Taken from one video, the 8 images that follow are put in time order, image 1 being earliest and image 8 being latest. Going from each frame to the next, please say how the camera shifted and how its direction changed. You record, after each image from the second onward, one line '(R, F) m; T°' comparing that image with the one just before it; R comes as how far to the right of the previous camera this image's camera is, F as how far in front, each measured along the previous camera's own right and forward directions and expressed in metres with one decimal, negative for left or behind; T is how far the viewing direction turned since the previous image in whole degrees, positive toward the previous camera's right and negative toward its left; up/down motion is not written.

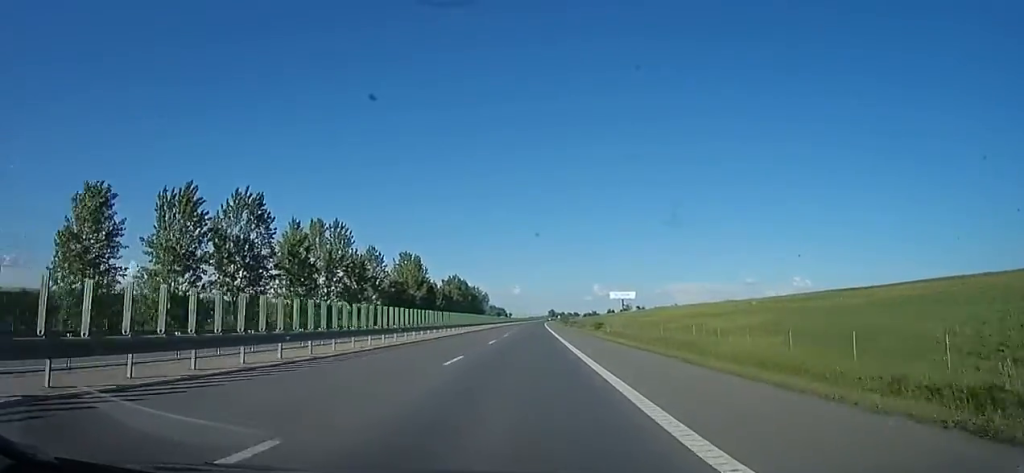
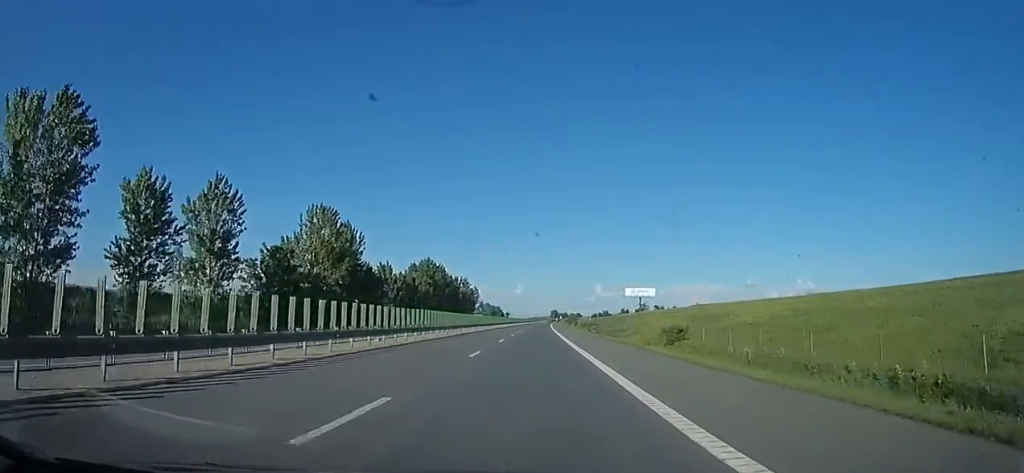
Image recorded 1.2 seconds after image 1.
(+0.2, +47.2) m; 0°
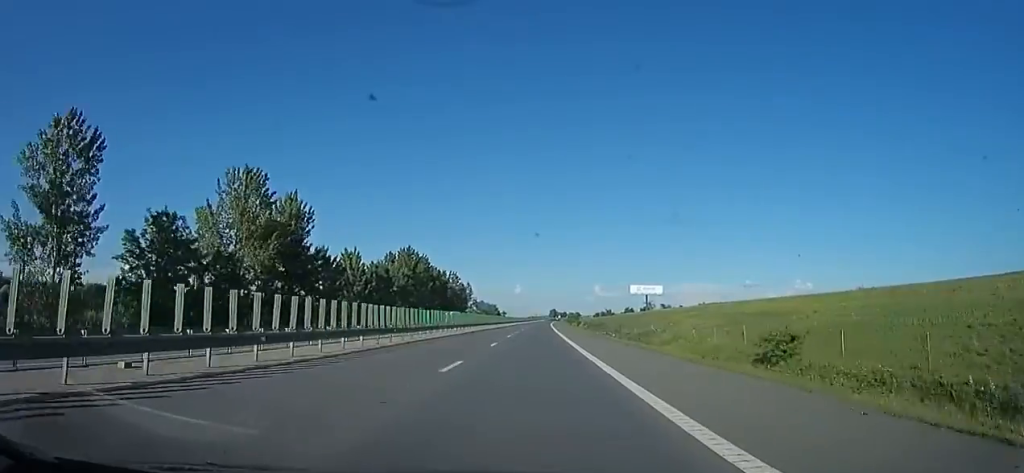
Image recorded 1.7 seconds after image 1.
(-0.3, +17.0) m; 0°
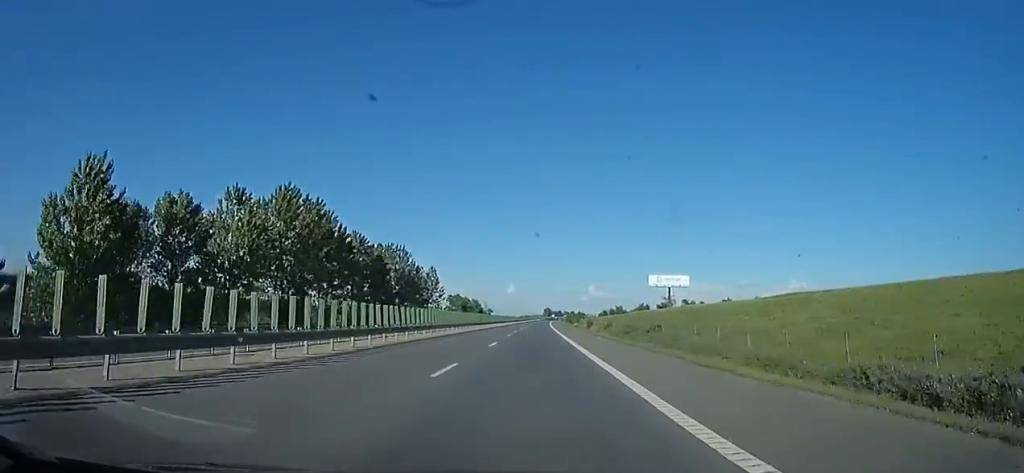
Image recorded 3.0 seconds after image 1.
(+0.6, +44.9) m; +1°
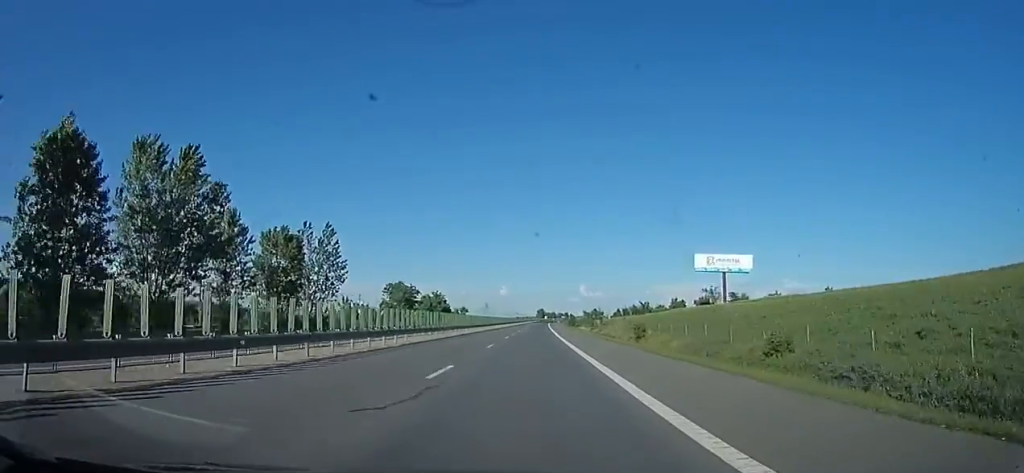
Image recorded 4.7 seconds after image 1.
(0.0, +49.9) m; -2°
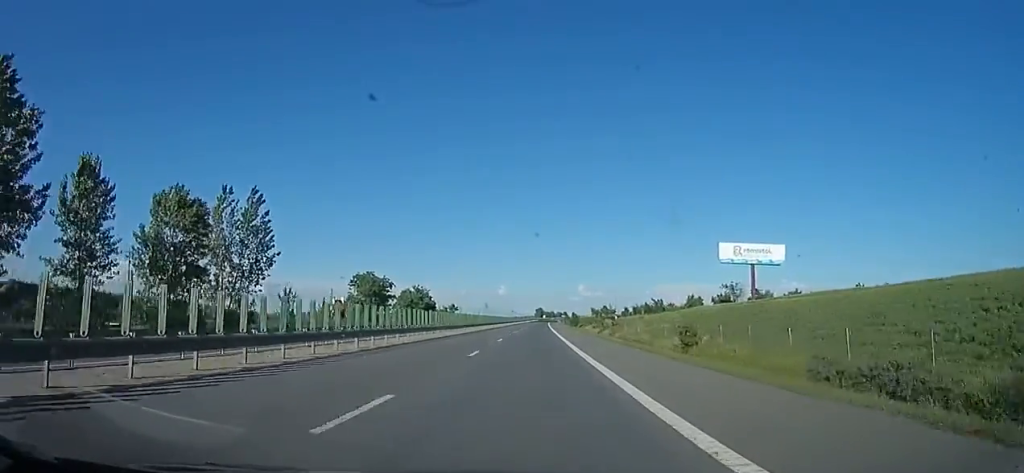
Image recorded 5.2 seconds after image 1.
(-0.2, +15.3) m; 0°
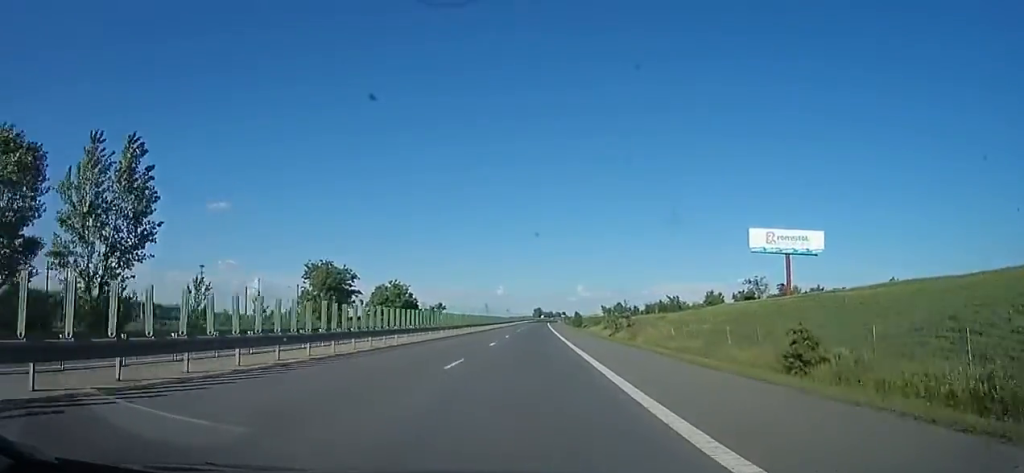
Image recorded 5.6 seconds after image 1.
(-0.4, +14.6) m; 0°
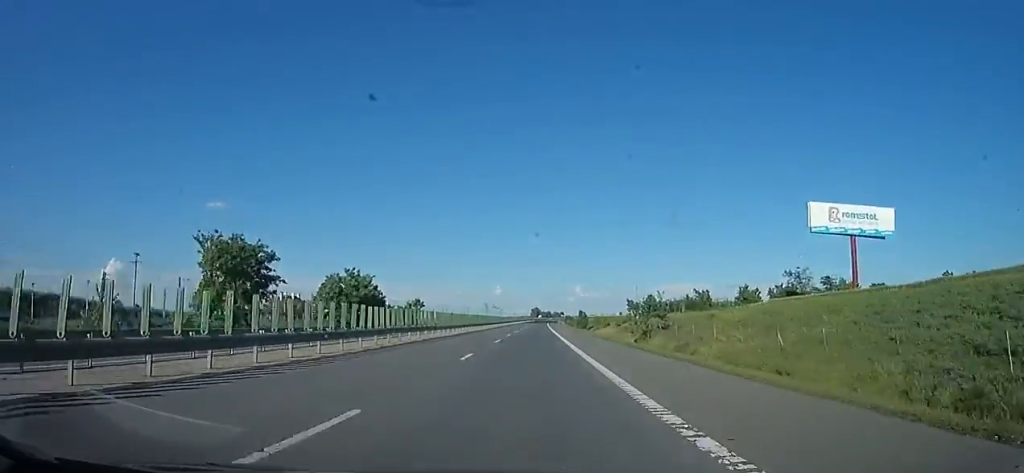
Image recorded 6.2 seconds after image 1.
(+0.3, +19.4) m; +1°
